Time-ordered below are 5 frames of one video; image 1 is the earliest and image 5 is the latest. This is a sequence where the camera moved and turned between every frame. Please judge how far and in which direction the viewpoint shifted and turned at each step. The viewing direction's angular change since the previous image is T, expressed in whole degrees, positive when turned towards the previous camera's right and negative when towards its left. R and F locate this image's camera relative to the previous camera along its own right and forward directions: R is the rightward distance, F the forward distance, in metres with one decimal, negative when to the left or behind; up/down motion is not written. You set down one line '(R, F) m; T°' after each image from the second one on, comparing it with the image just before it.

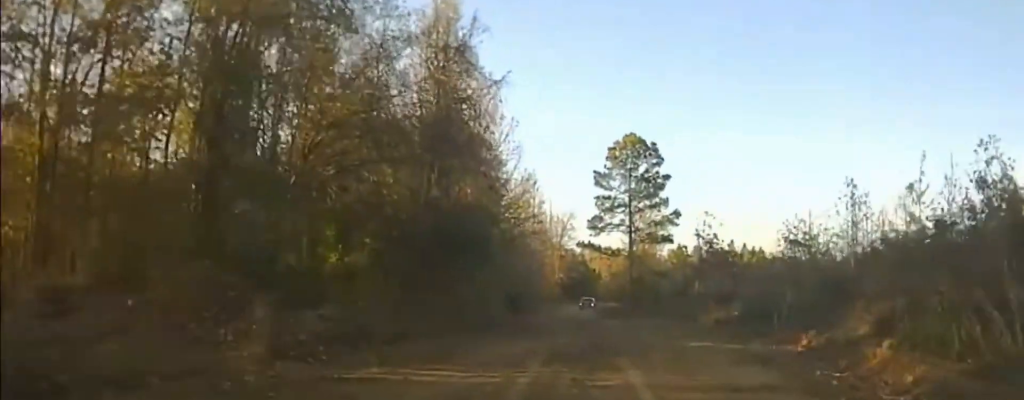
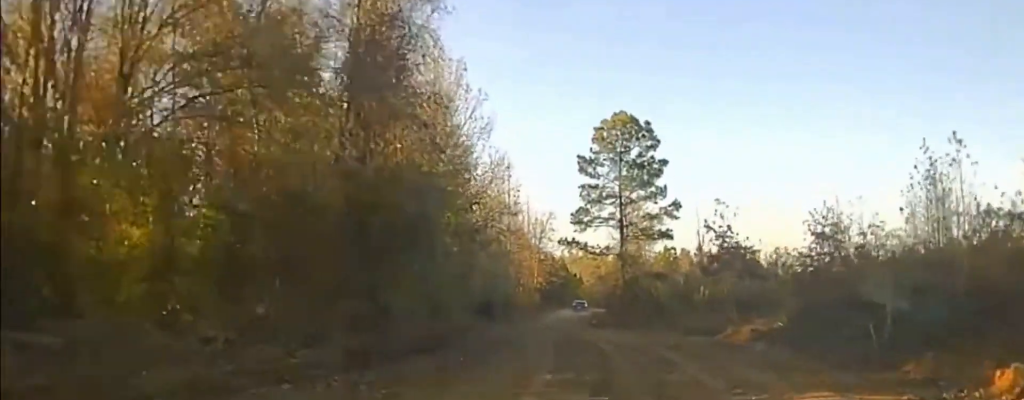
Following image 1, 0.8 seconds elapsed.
(+0.3, +12.0) m; +4°
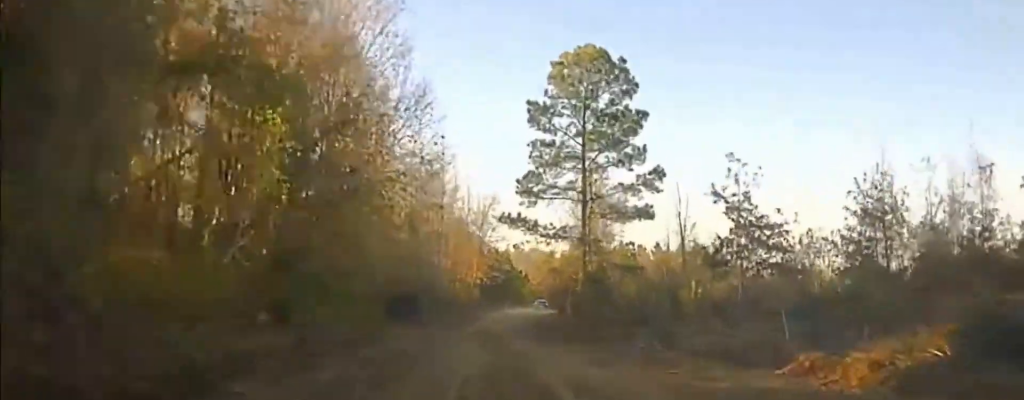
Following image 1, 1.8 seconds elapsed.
(+0.8, +17.0) m; +1°
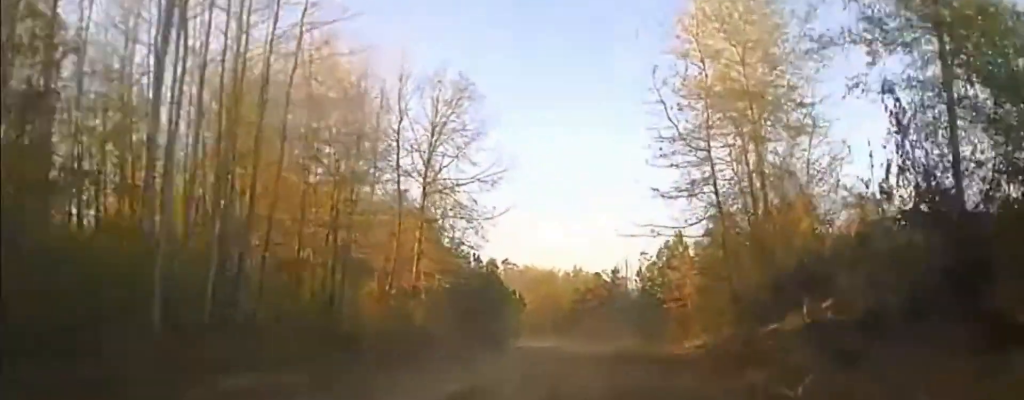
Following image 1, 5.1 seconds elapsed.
(-2.2, +57.4) m; +1°
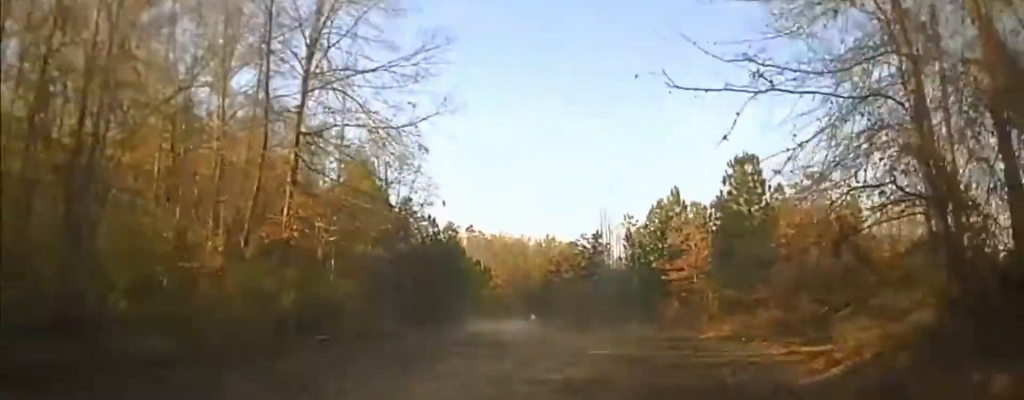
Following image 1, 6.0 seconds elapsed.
(+0.7, +15.2) m; +3°
